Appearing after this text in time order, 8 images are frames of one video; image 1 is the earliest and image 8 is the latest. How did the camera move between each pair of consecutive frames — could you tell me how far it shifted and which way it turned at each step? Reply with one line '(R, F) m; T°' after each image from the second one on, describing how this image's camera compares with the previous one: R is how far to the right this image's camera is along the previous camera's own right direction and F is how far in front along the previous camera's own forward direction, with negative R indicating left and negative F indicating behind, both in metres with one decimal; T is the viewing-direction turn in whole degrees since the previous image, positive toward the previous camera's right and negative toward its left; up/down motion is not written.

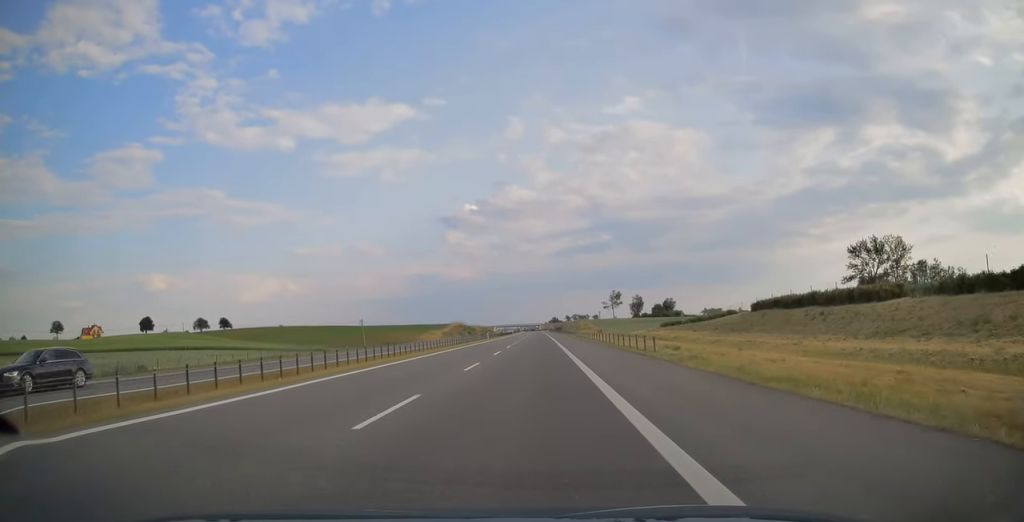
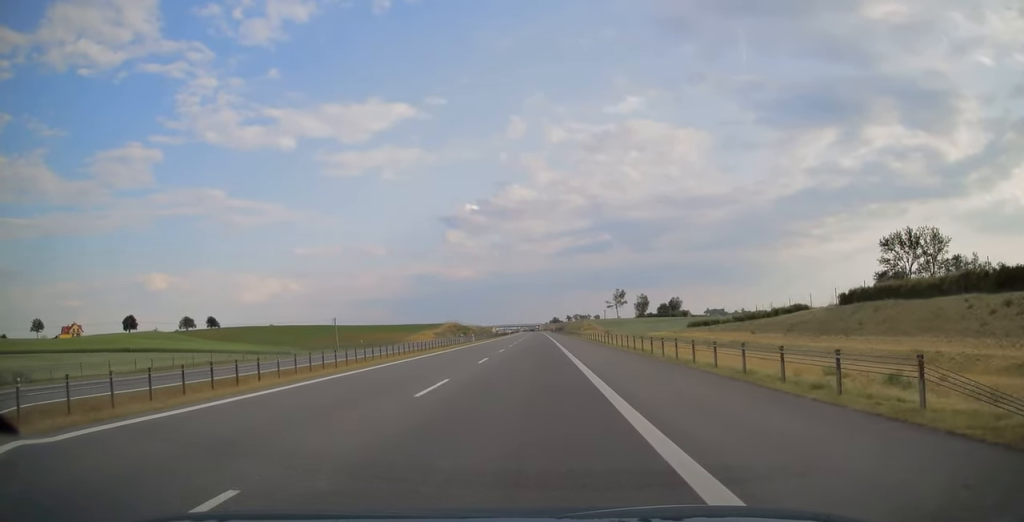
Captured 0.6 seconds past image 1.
(0.0, +19.7) m; 0°
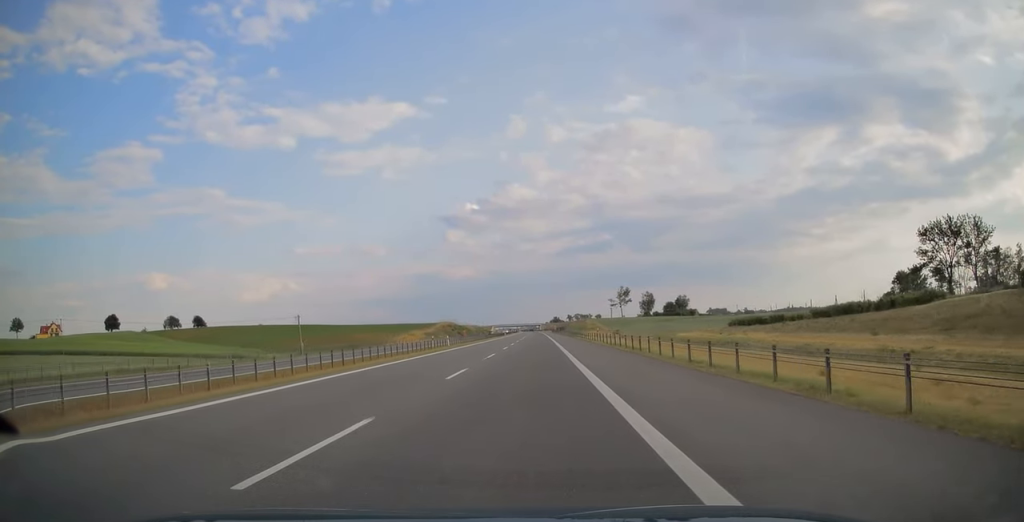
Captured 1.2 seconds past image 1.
(0.0, +19.7) m; 0°
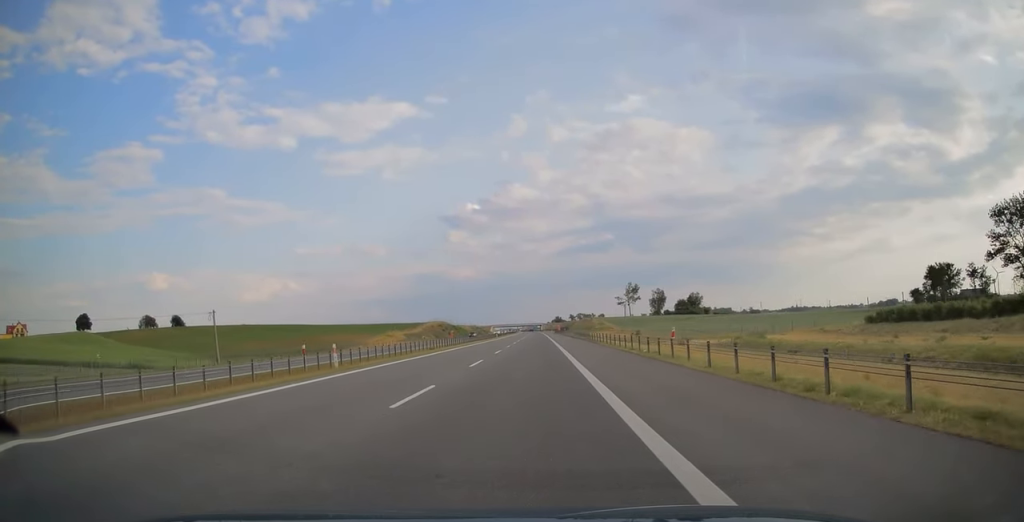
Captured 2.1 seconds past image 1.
(0.0, +30.1) m; 0°
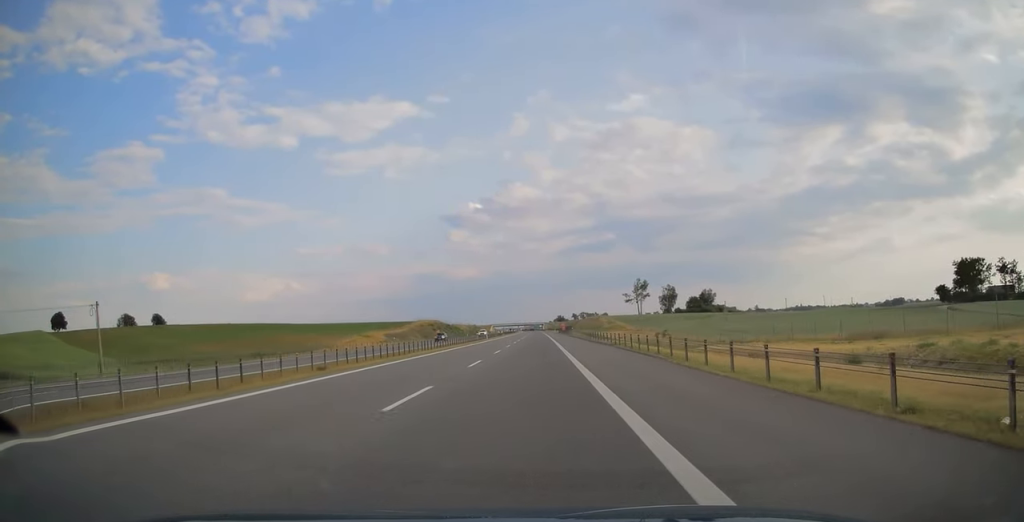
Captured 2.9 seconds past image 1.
(0.0, +24.6) m; 0°
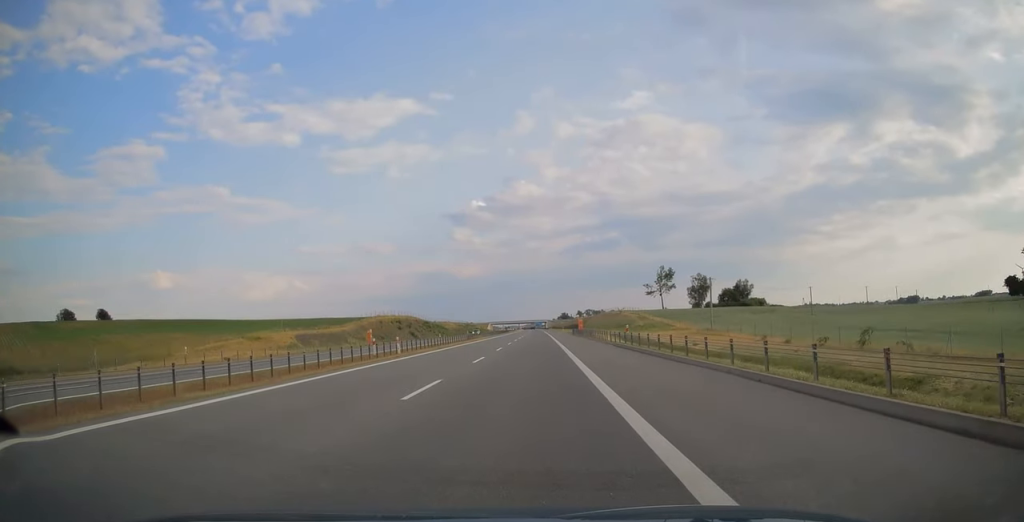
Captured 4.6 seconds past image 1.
(-0.2, +58.5) m; 0°
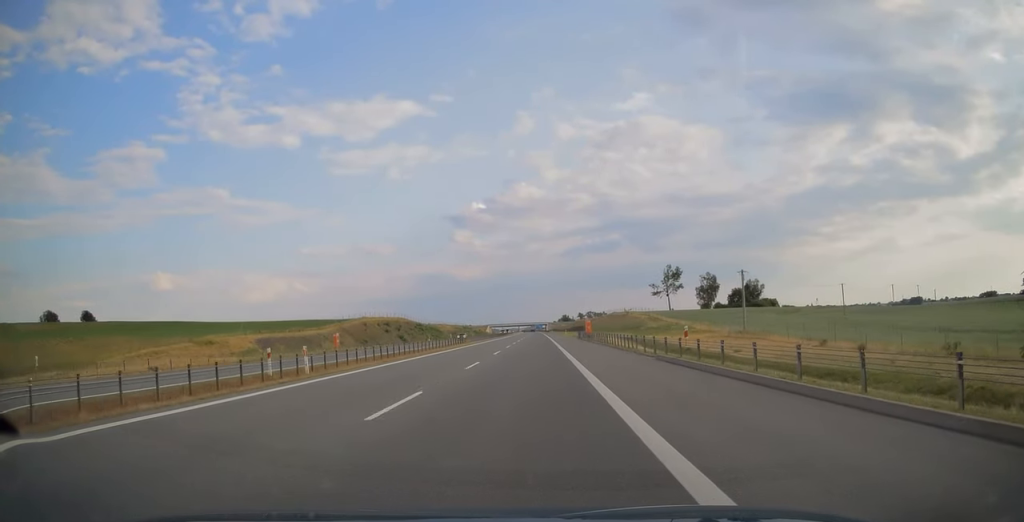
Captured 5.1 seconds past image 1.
(0.0, +14.2) m; 0°
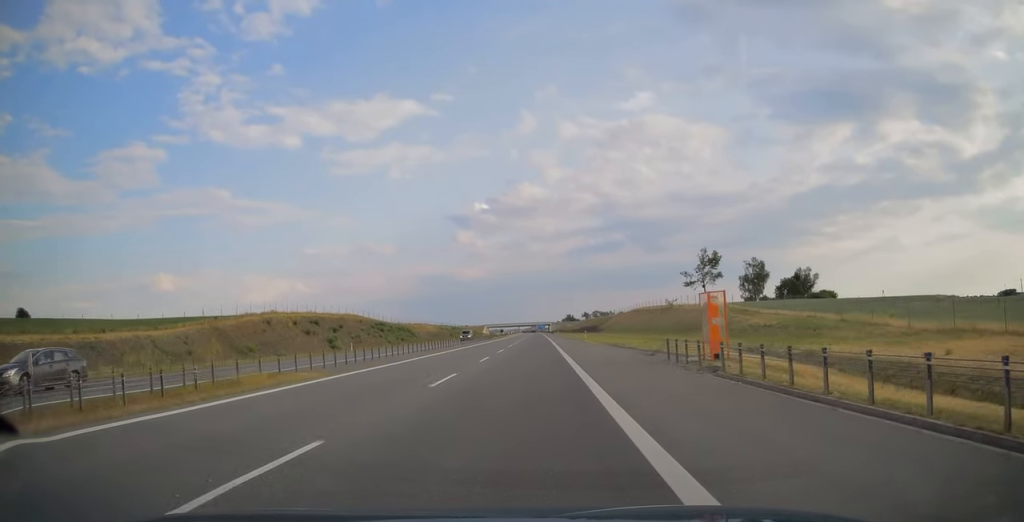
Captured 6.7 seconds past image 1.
(-0.1, +54.1) m; 0°
